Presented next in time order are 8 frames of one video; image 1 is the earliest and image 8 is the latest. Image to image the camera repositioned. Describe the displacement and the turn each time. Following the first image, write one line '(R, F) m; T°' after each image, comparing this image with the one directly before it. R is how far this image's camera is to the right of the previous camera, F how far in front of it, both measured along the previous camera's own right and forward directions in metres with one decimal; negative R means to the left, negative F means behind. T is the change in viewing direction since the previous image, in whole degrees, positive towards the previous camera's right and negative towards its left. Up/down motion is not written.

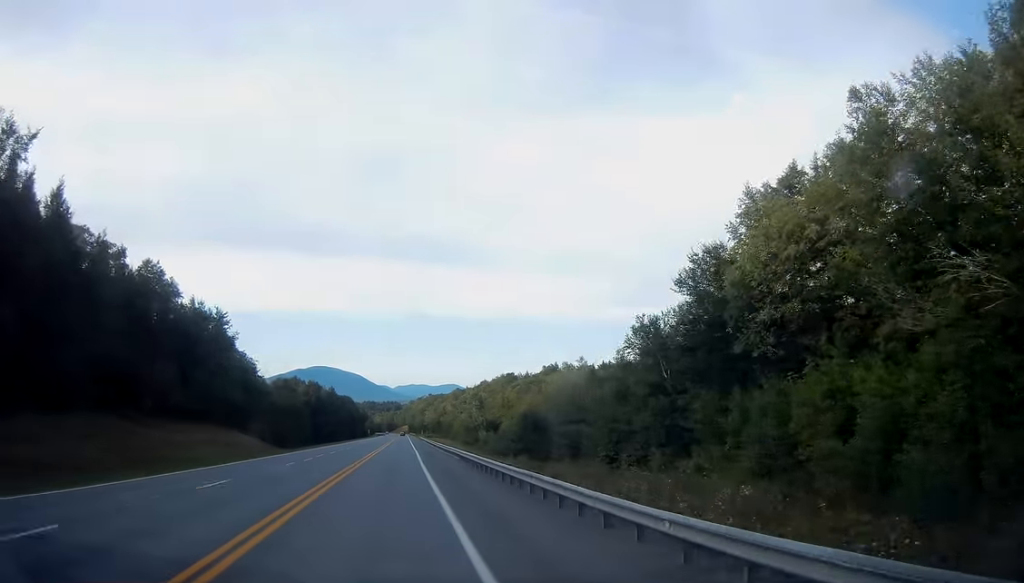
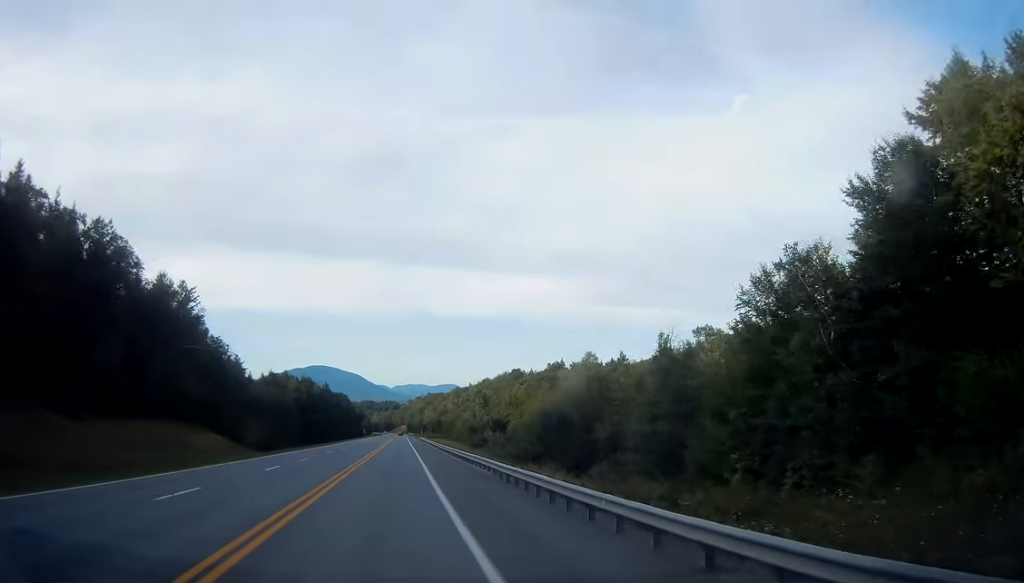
(-0.2, +15.8) m; 0°
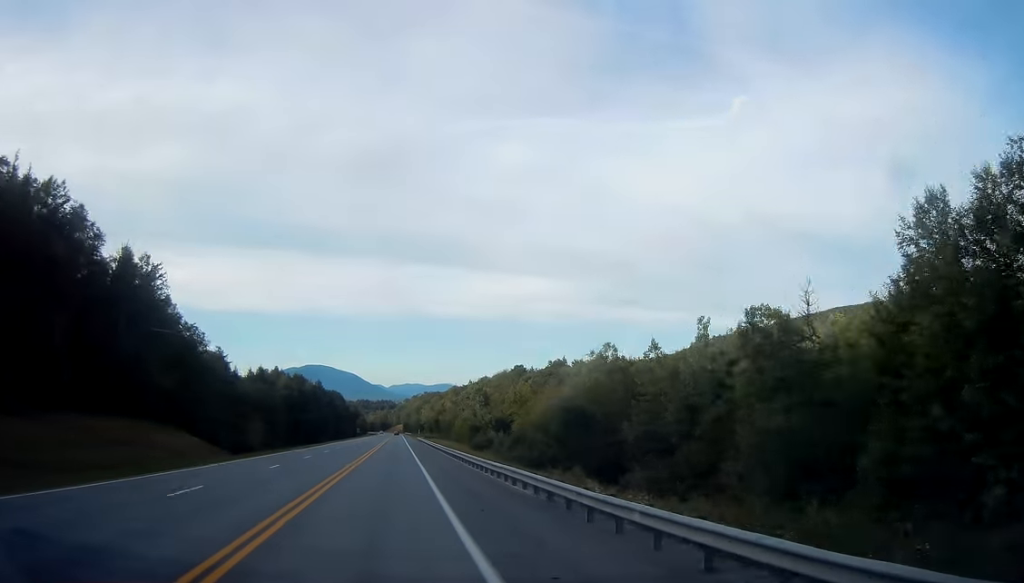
(0.0, +11.4) m; 0°
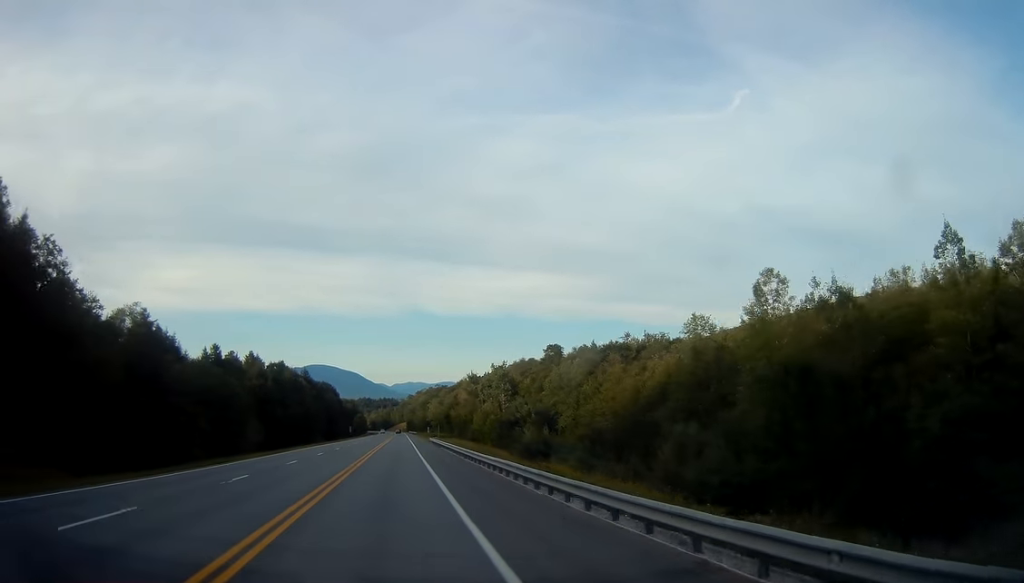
(-0.1, +43.0) m; 0°
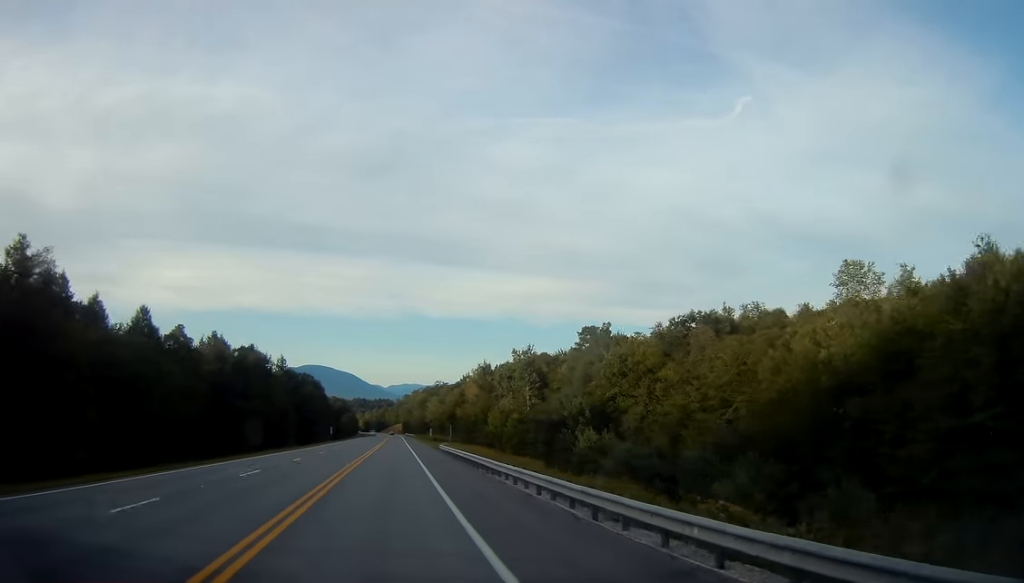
(+0.4, +34.9) m; +1°
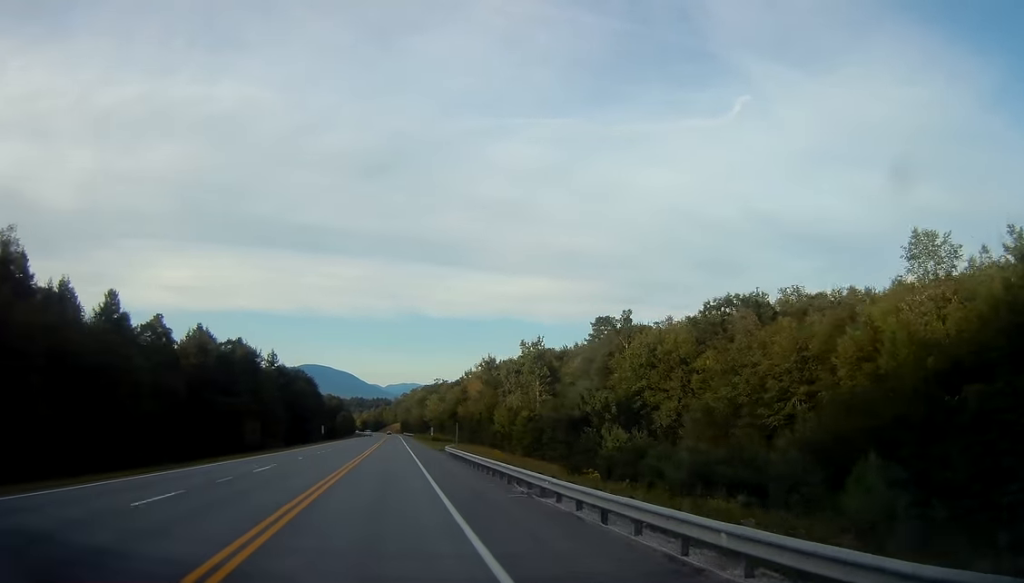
(0.0, +10.5) m; 0°
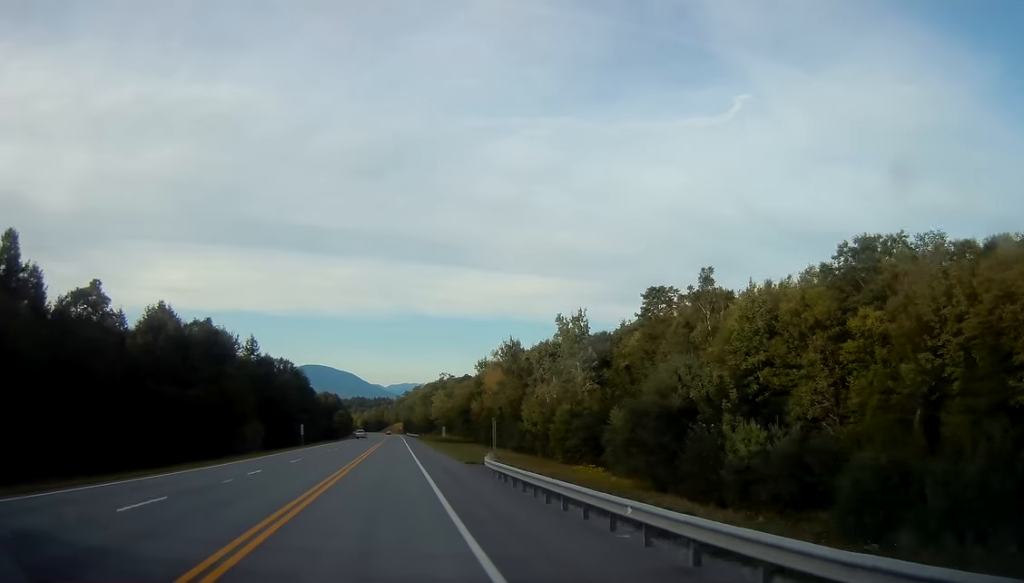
(0.0, +25.3) m; 0°
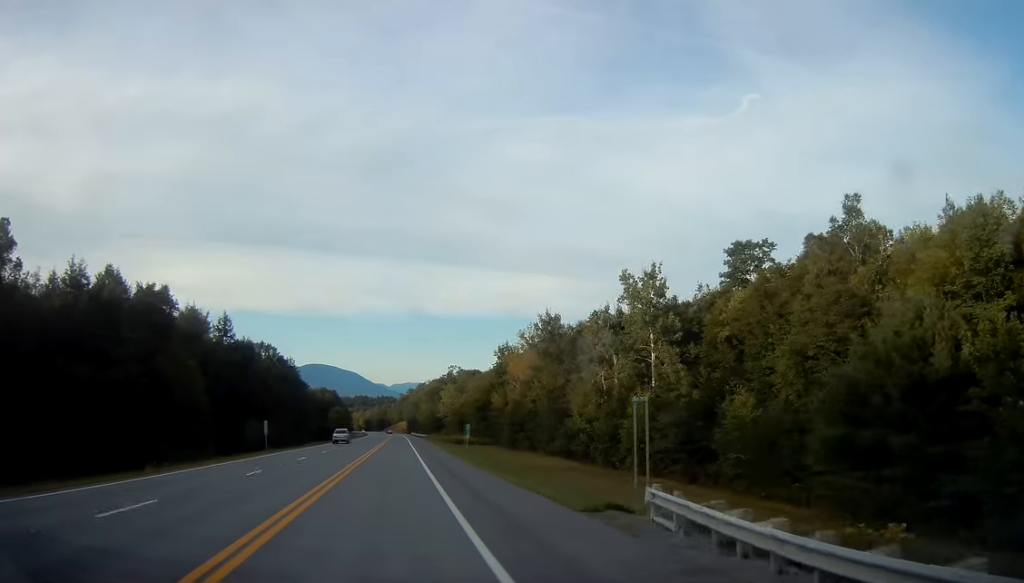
(-0.2, +25.3) m; 0°
